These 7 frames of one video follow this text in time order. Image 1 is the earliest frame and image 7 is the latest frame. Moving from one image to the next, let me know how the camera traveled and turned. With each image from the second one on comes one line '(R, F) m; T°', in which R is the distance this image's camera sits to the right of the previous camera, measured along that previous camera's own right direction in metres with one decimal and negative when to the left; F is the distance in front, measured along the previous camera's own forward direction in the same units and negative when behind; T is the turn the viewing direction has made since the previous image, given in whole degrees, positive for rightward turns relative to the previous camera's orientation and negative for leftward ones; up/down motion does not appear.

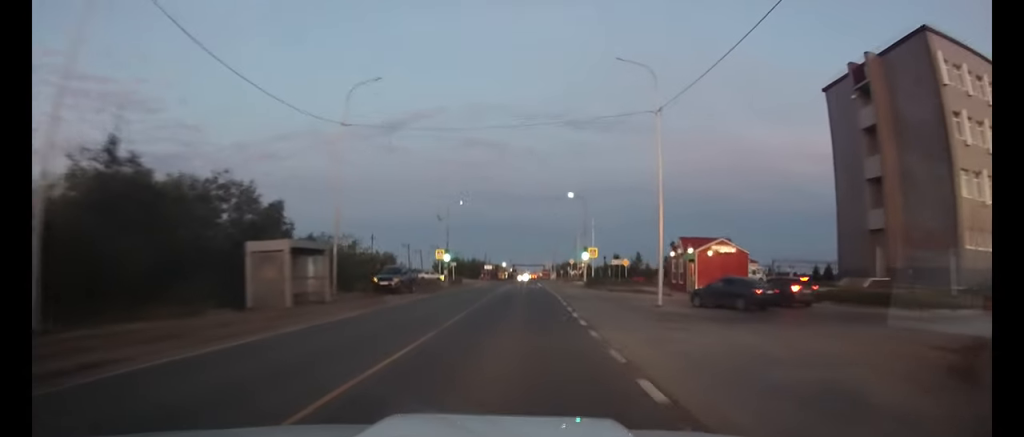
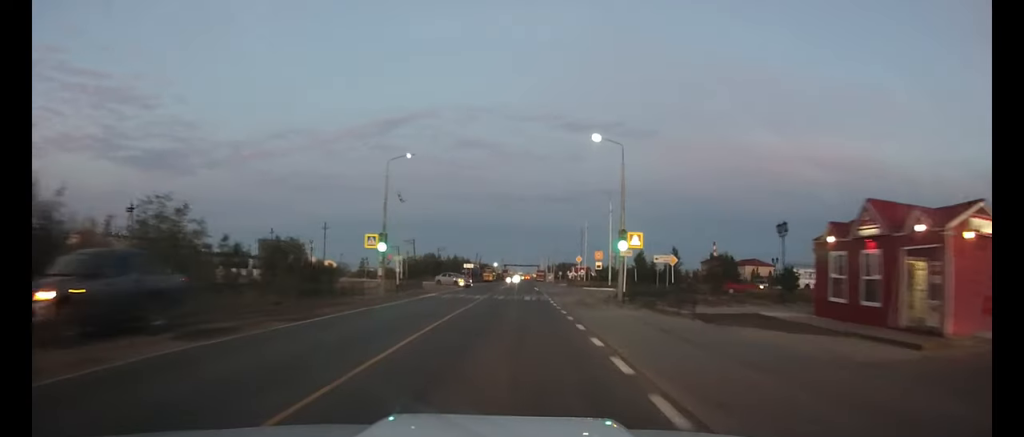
(+0.1, +26.1) m; 0°
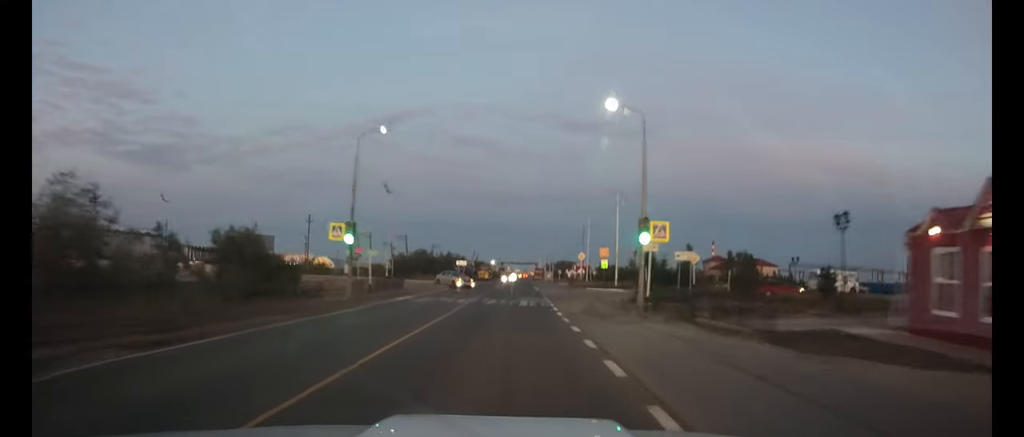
(0.0, +6.7) m; 0°
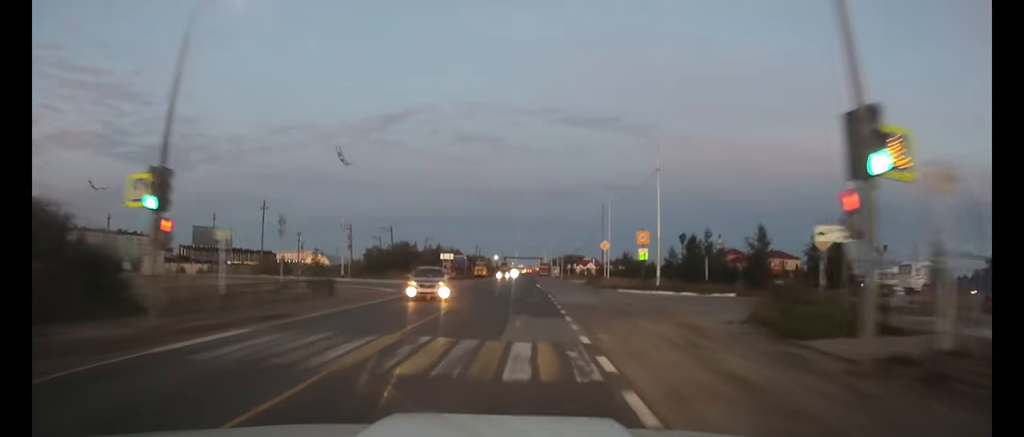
(0.0, +18.3) m; 0°
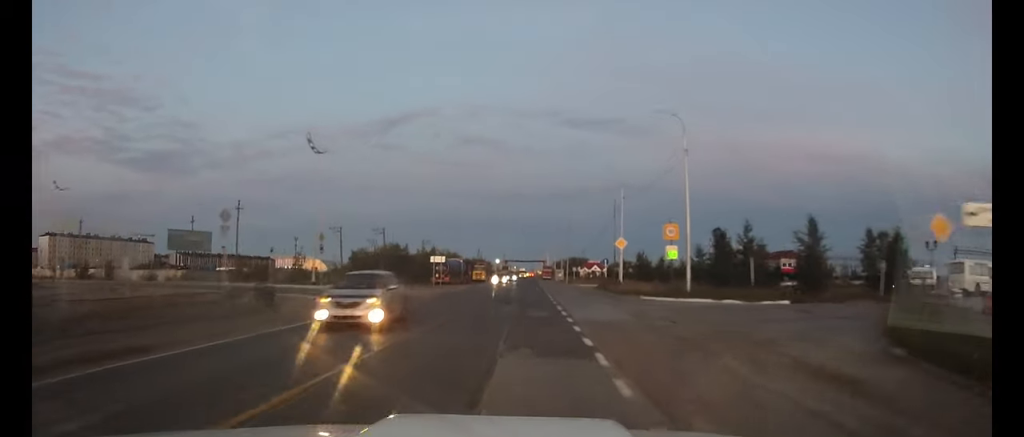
(0.0, +7.8) m; 0°
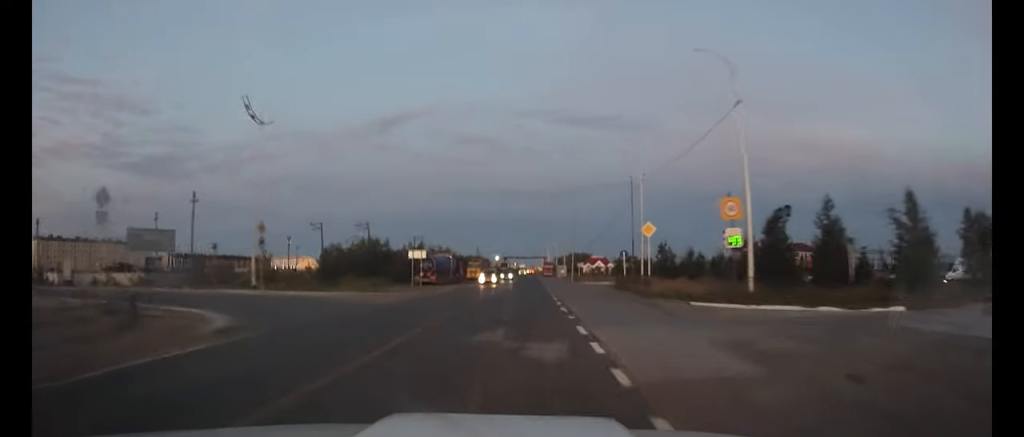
(0.0, +10.6) m; 0°
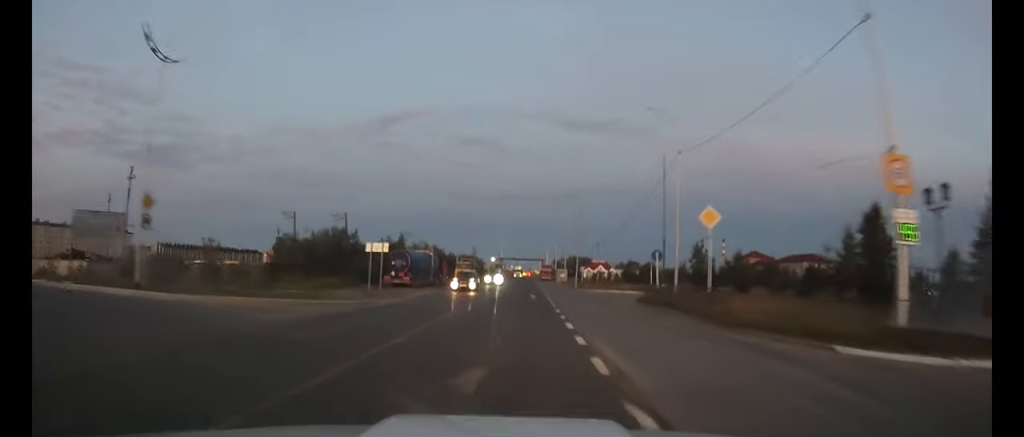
(0.0, +11.9) m; 0°
